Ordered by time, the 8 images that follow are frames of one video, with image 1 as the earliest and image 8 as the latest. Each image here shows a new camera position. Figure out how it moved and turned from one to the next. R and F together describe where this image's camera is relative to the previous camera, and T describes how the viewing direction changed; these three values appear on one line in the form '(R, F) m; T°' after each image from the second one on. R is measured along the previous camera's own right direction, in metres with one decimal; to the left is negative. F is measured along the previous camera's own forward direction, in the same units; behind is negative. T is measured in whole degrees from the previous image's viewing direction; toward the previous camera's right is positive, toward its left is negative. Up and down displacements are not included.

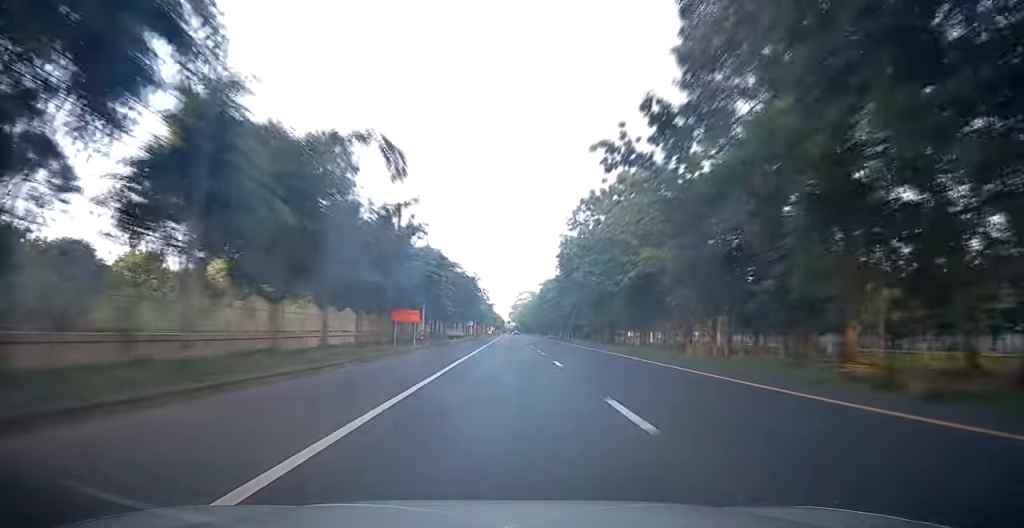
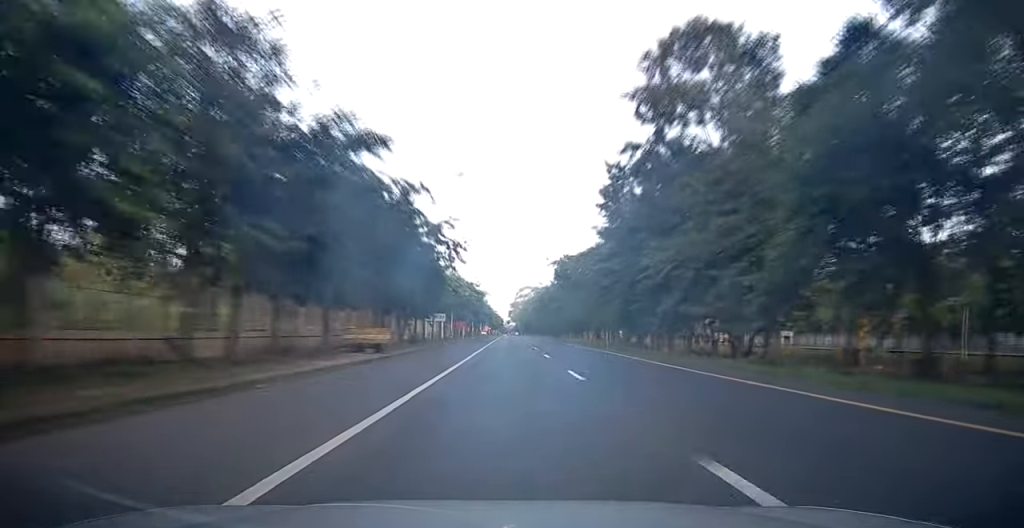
(+0.3, +40.6) m; +1°
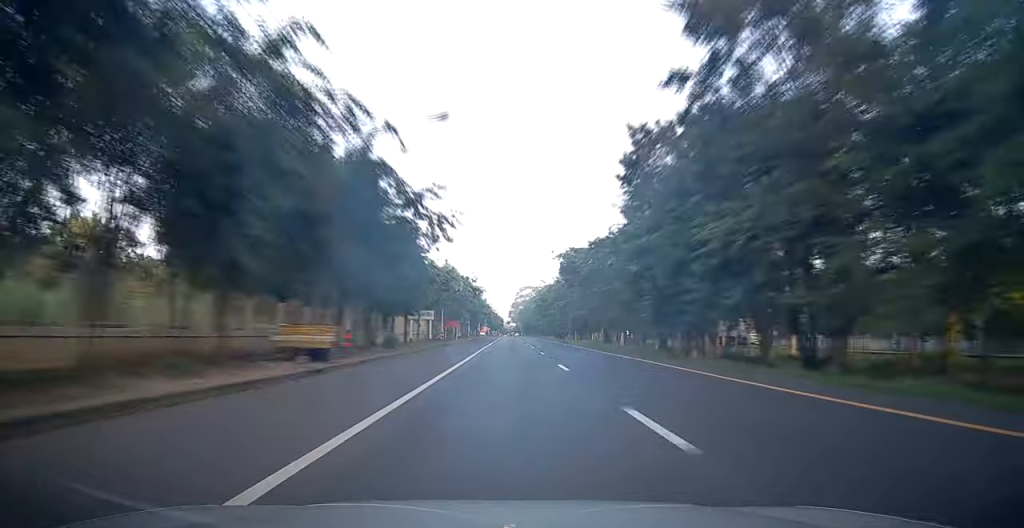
(+0.3, +8.3) m; 0°
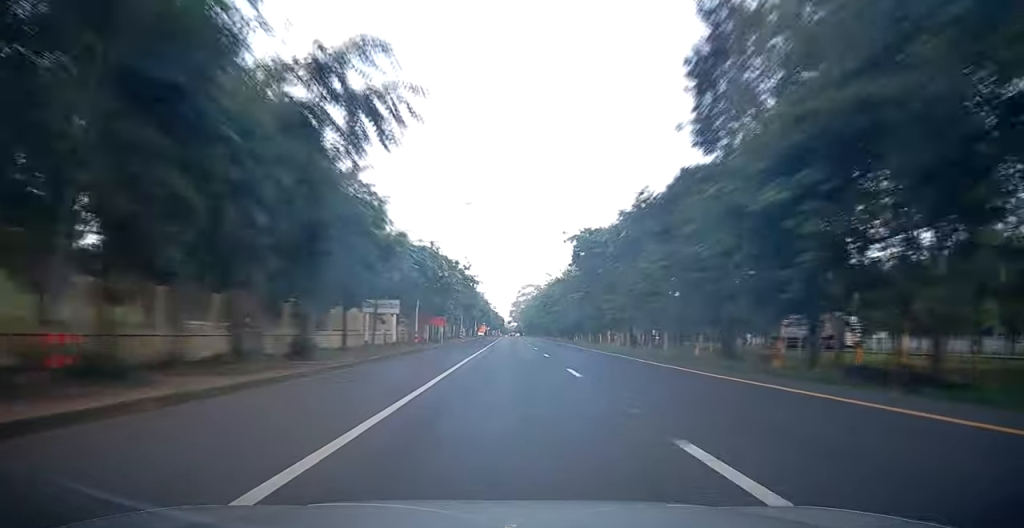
(-0.5, +14.7) m; -2°
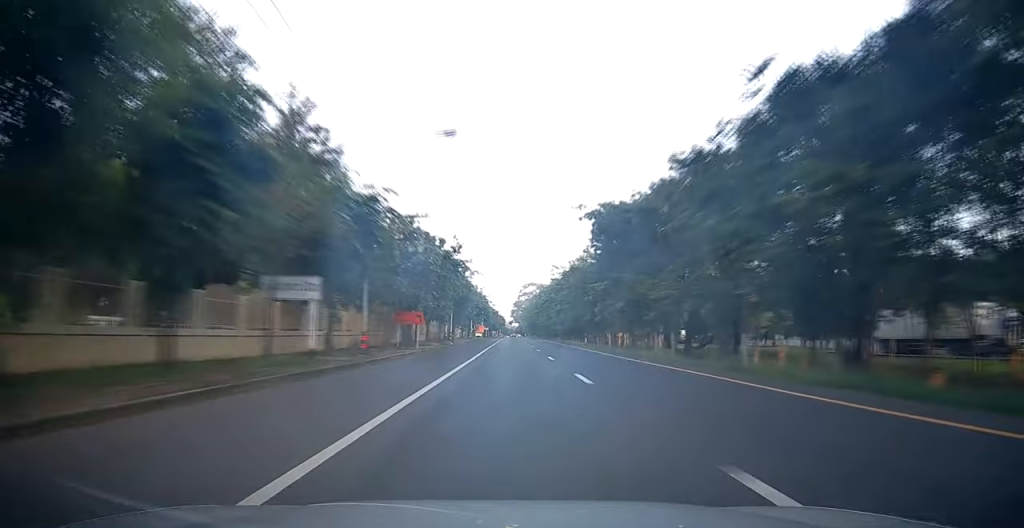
(-0.1, +13.4) m; +1°
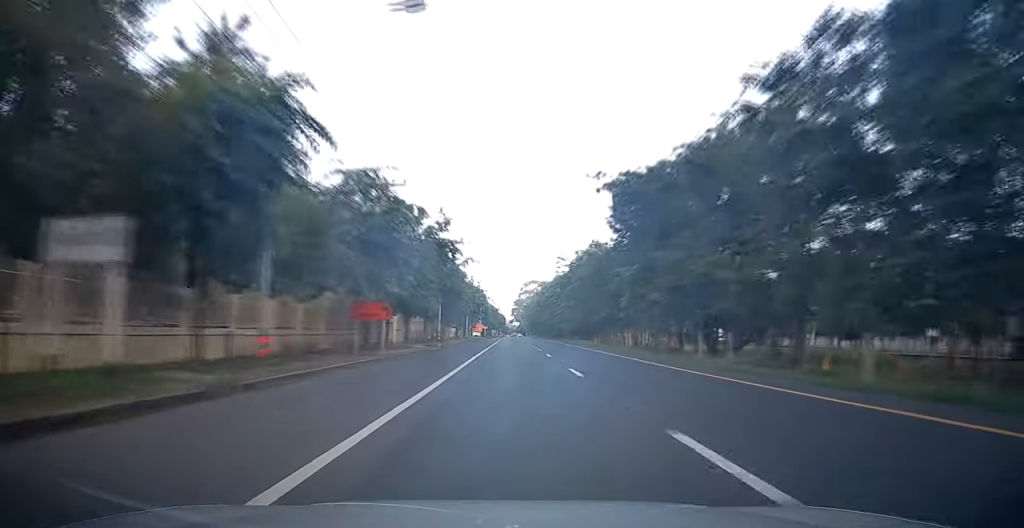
(0.0, +9.9) m; +1°
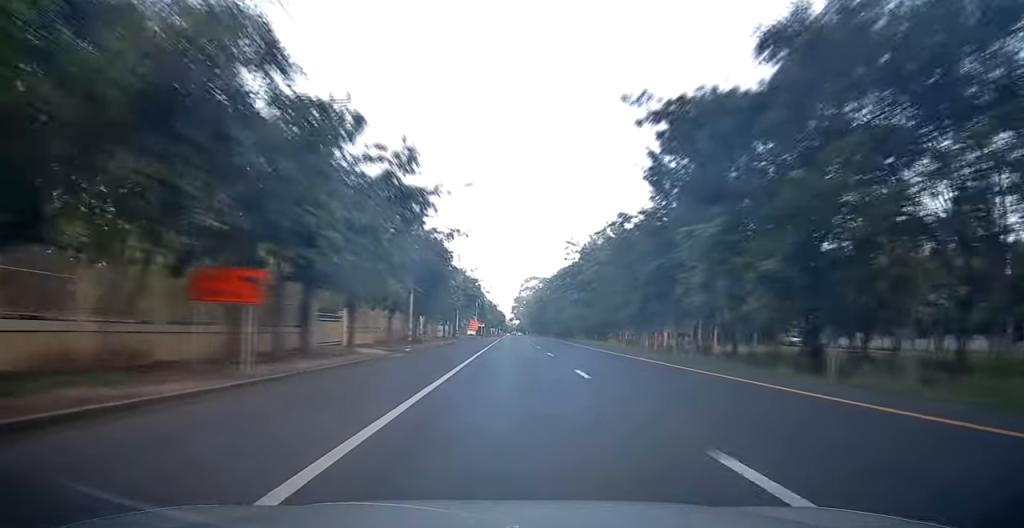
(+0.5, +13.4) m; 0°
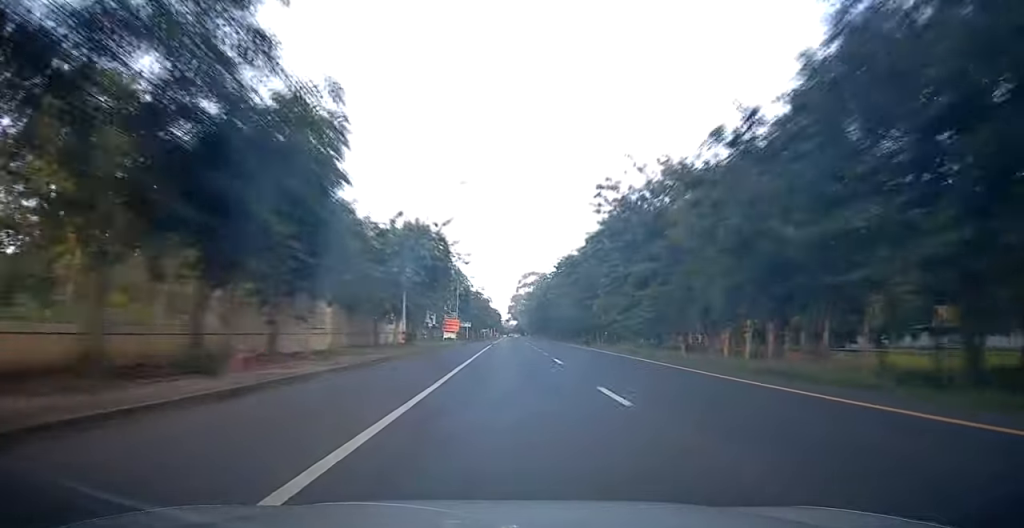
(-0.8, +29.2) m; -2°
